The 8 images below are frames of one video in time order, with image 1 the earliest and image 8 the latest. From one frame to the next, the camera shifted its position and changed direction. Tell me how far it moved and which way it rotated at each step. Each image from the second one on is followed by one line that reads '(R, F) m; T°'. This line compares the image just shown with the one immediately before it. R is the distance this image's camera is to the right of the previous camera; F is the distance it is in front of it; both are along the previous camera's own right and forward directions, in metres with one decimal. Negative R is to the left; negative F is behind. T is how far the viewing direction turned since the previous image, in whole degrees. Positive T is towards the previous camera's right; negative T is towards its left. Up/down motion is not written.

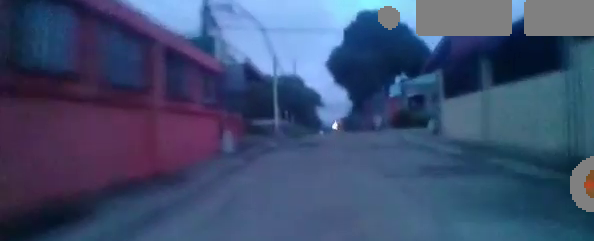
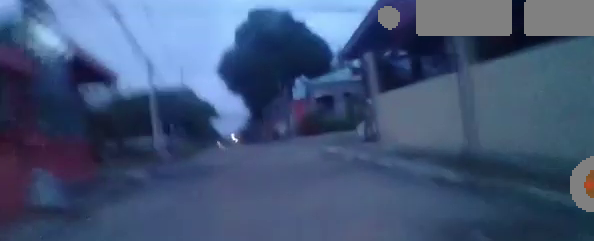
(+0.1, +4.9) m; +5°
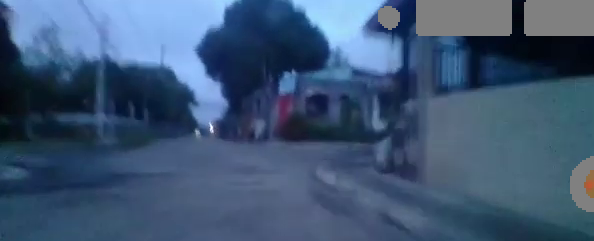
(+0.2, +4.1) m; -2°
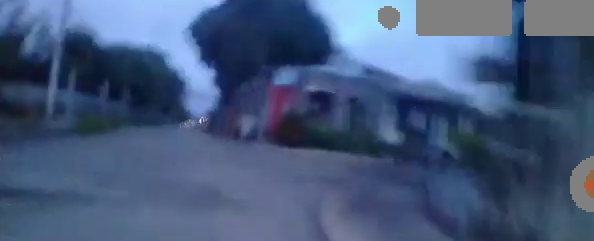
(+0.3, +2.8) m; -4°
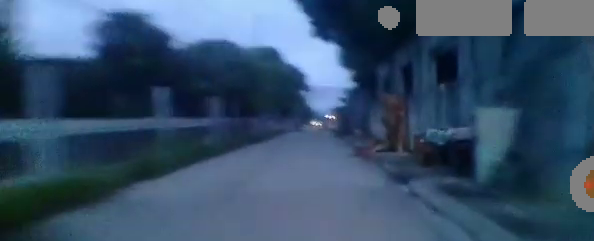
(-3.2, +10.7) m; -19°
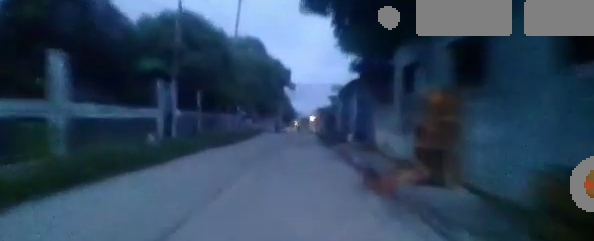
(-0.1, +4.3) m; +8°
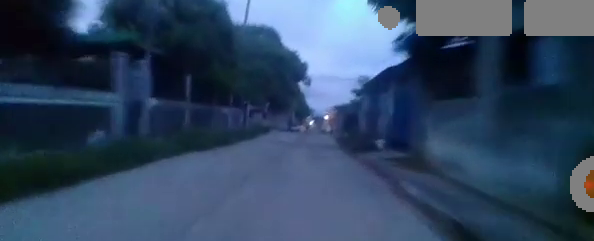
(+0.6, +3.7) m; +4°
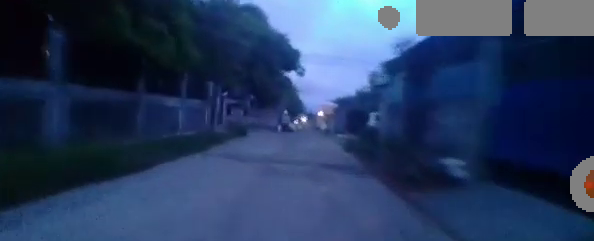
(-0.1, +6.7) m; +3°
